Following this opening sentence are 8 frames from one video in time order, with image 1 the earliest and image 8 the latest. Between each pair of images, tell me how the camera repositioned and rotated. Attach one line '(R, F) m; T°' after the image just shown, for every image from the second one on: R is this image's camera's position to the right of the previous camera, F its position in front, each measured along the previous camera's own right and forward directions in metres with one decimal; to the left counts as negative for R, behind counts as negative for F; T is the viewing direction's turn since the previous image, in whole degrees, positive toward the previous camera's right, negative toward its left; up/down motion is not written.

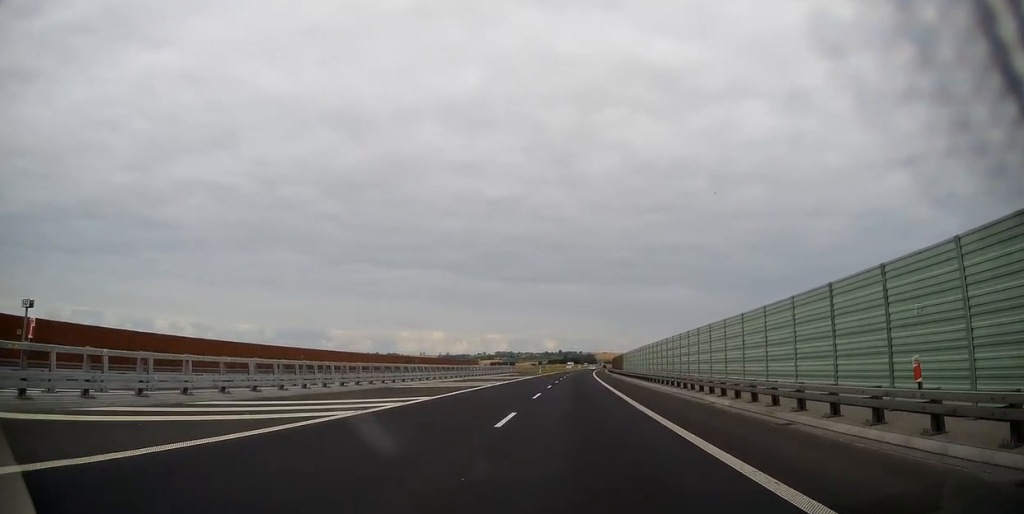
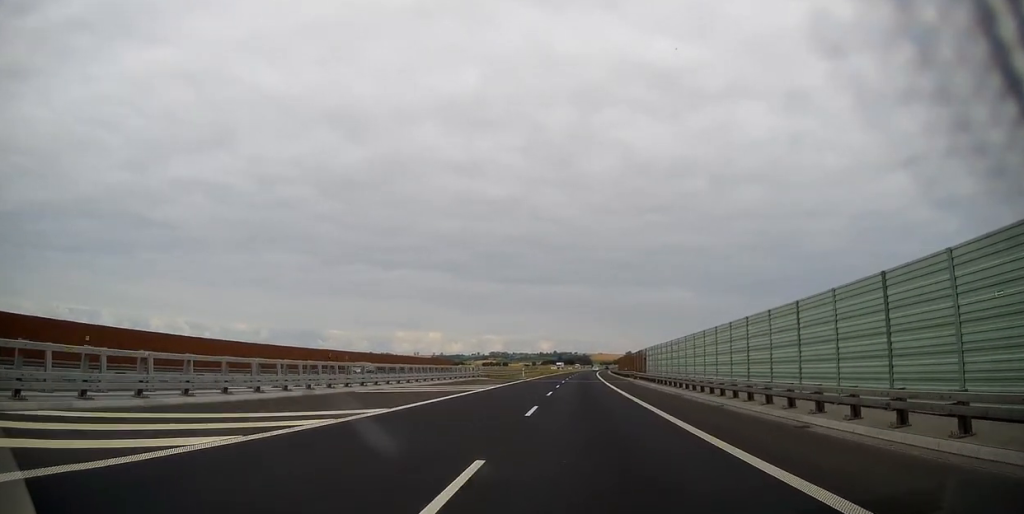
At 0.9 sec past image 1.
(+0.1, +32.4) m; 0°
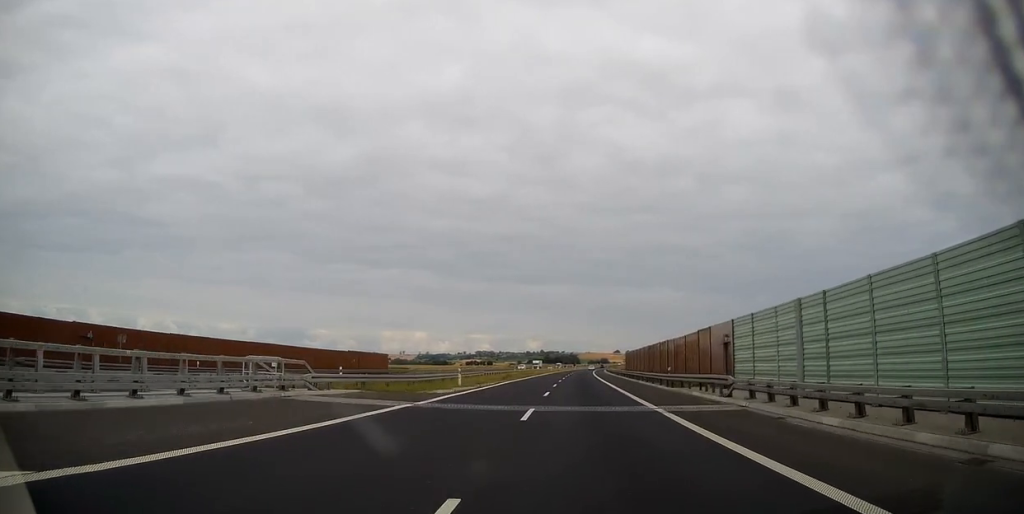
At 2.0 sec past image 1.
(+0.2, +38.2) m; +1°
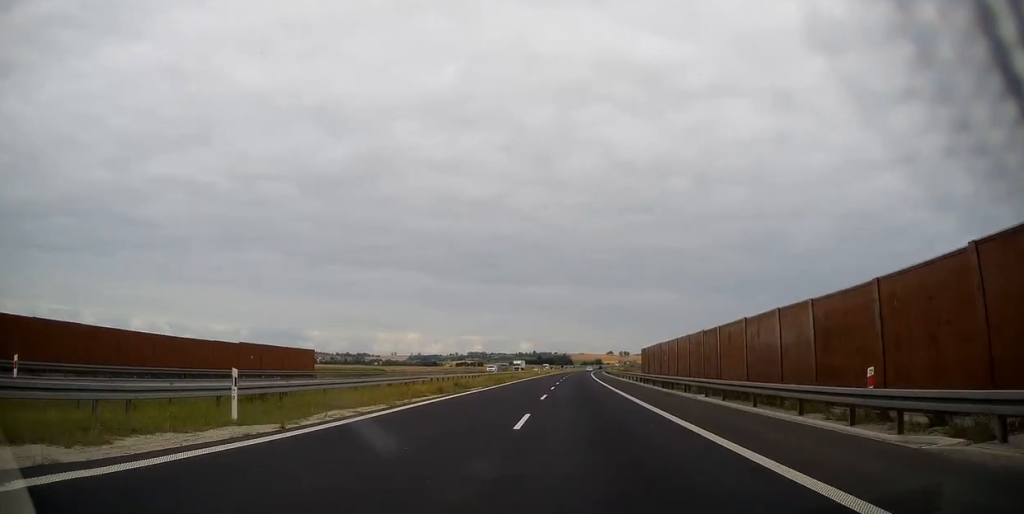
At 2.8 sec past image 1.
(+0.1, +25.4) m; +1°
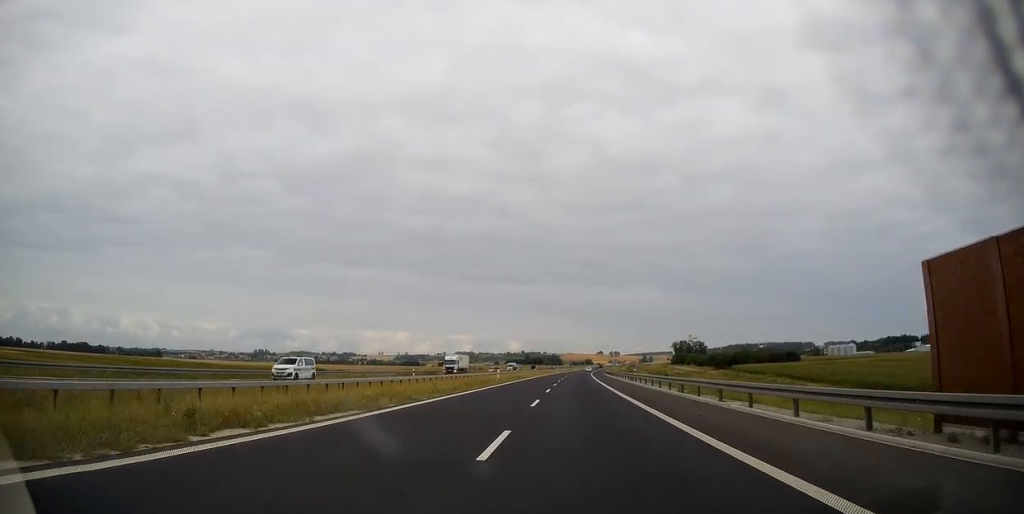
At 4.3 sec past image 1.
(+0.6, +52.1) m; +1°
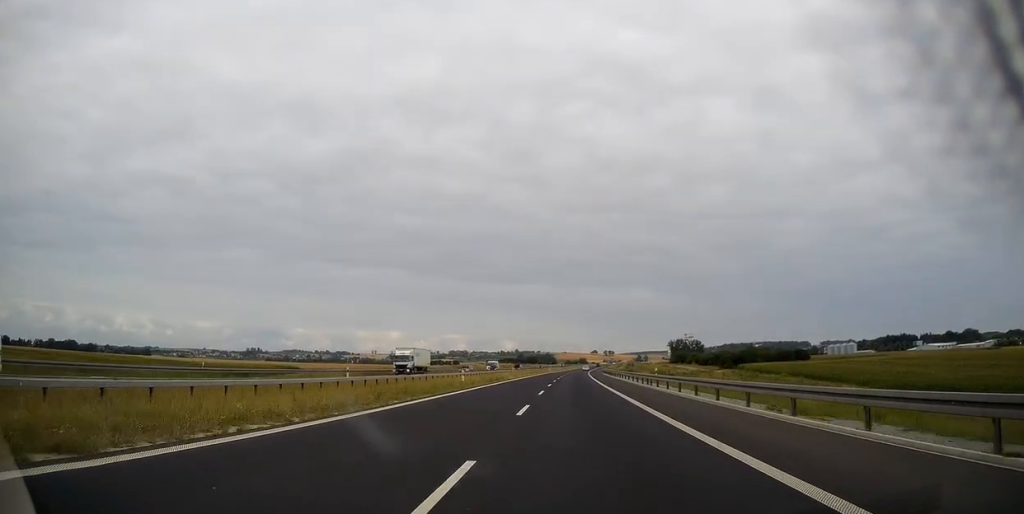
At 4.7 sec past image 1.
(0.0, +16.2) m; 0°
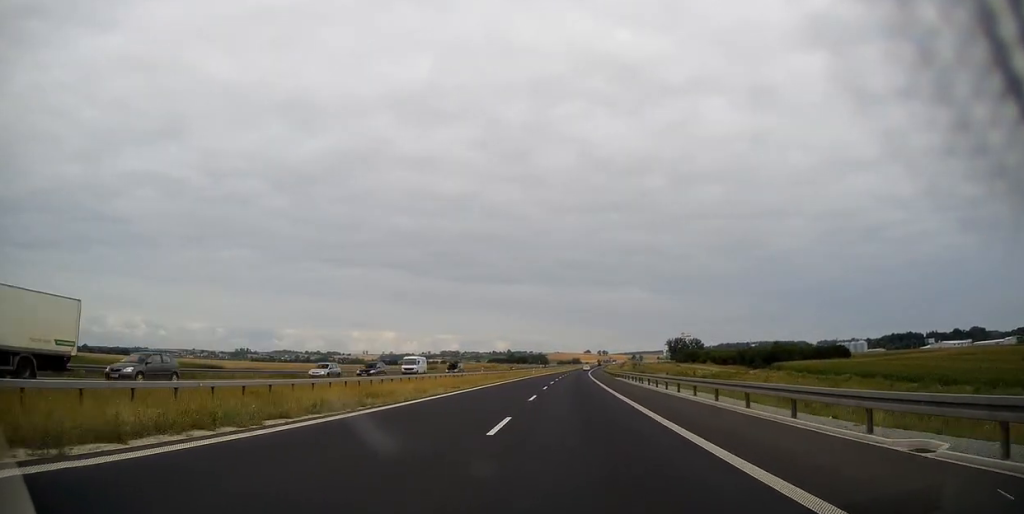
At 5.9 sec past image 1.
(+0.3, +40.5) m; +1°
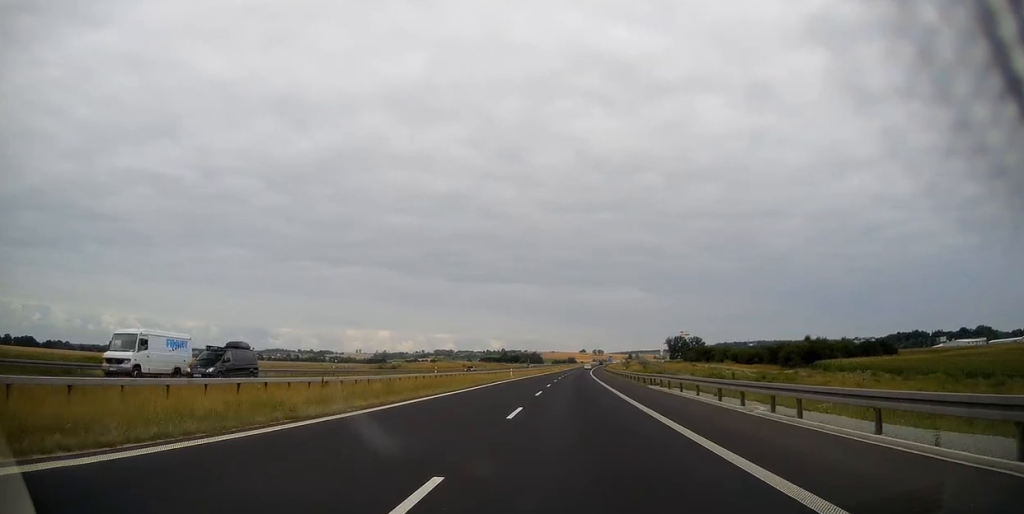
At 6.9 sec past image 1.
(+0.1, +33.5) m; 0°
